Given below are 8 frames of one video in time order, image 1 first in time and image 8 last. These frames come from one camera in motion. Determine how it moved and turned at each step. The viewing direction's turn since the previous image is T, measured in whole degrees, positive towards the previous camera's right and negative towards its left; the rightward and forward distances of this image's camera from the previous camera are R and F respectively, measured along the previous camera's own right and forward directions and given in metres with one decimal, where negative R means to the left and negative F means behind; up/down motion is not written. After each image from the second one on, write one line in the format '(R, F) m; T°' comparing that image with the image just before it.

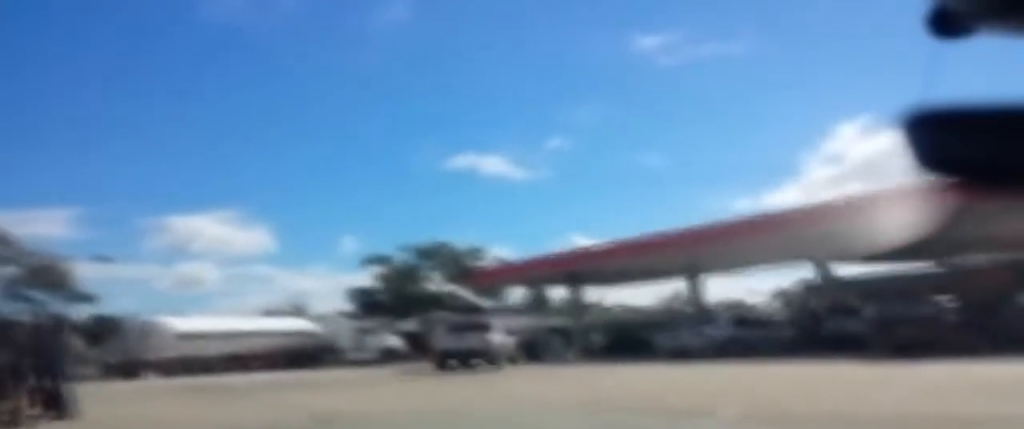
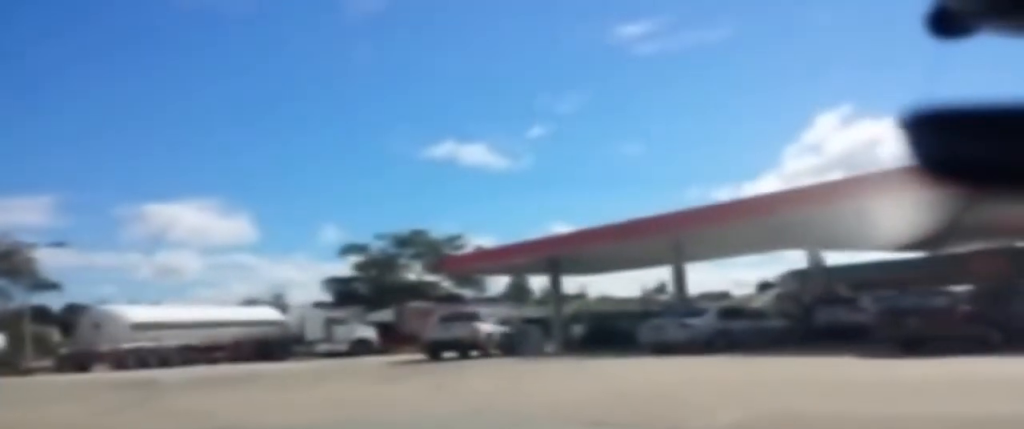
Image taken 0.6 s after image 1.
(0.0, +1.9) m; -4°
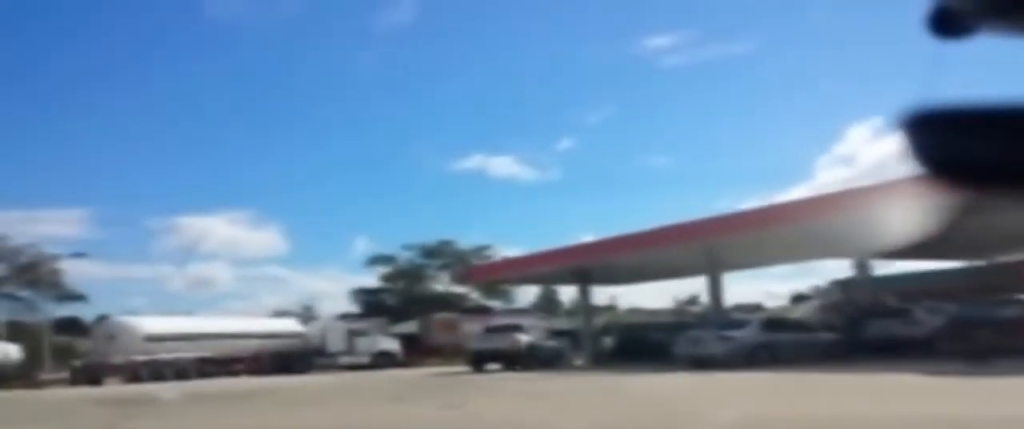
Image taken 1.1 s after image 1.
(-0.2, +1.5) m; -6°
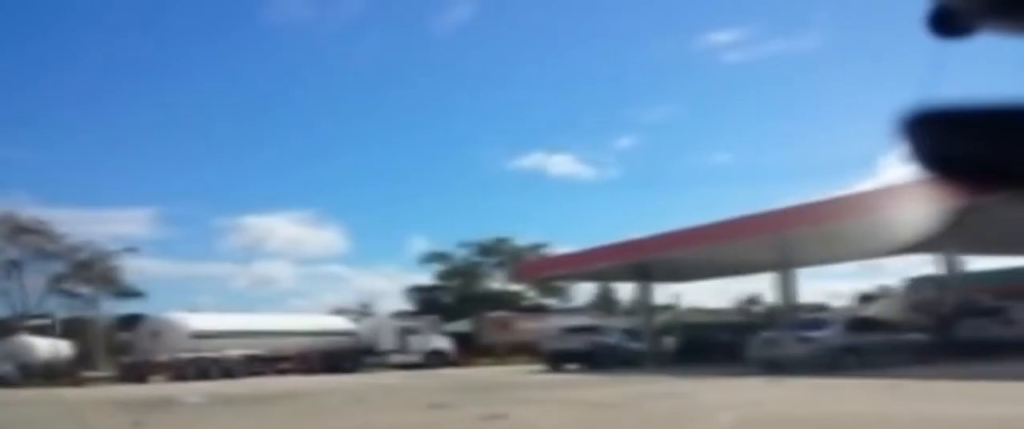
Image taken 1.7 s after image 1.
(-0.1, +1.6) m; -3°
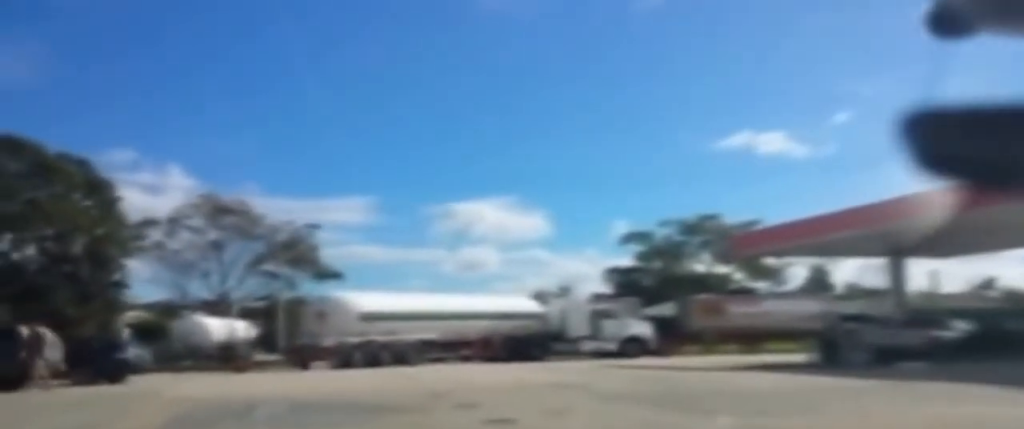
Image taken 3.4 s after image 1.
(-0.1, +5.5) m; -7°
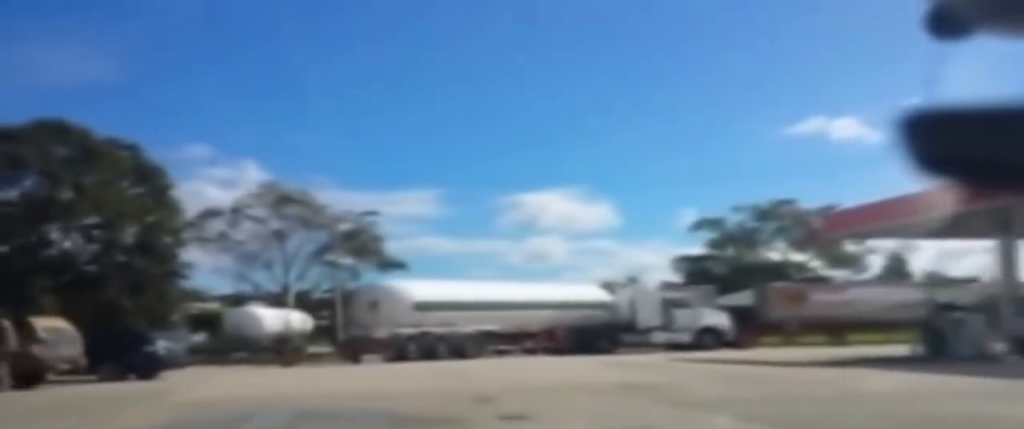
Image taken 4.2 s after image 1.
(-0.2, +2.5) m; -2°
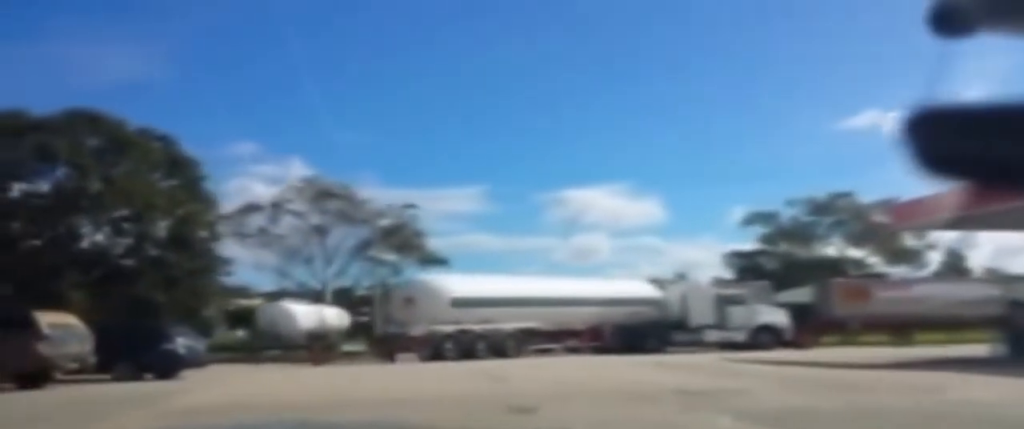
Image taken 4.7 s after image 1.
(0.0, +1.6) m; -1°
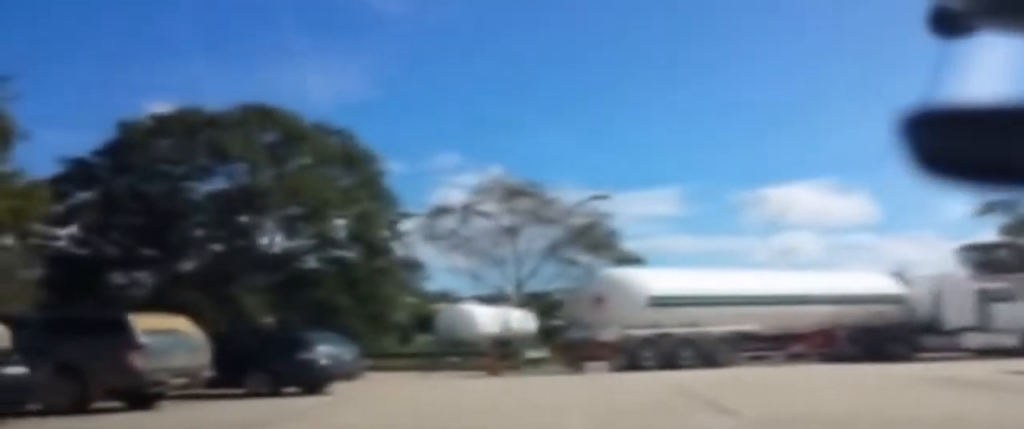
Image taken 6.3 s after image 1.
(-0.2, +4.6) m; -16°
